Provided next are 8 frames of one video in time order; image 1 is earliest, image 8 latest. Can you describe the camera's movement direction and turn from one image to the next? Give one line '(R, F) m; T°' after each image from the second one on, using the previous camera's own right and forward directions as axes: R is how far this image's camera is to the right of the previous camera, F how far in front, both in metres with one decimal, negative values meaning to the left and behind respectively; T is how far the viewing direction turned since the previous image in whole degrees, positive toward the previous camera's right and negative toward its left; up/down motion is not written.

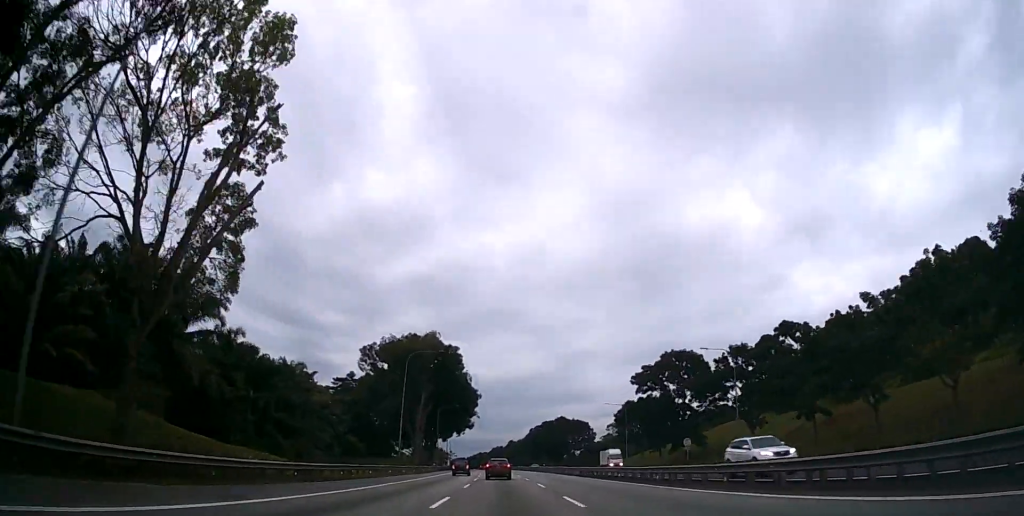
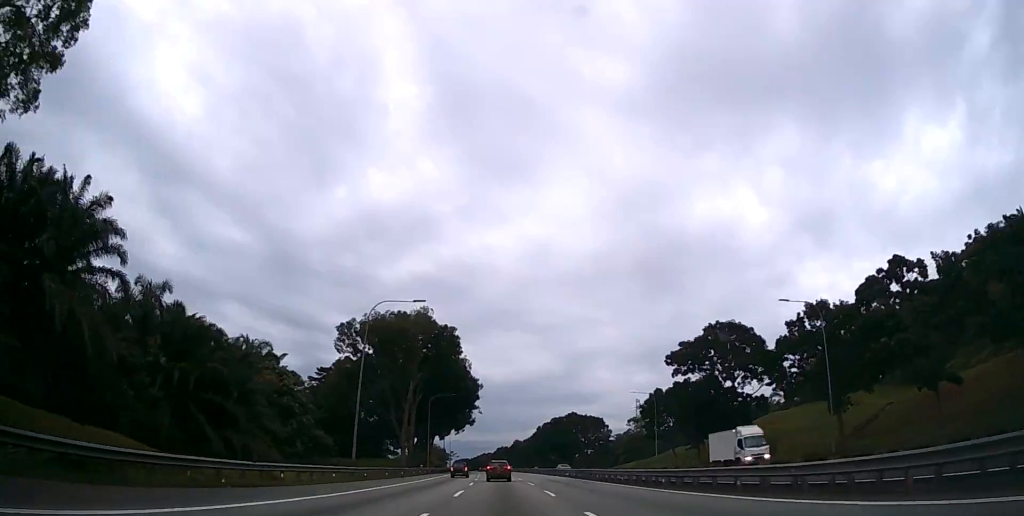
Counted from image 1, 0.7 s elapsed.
(0.0, +17.4) m; 0°
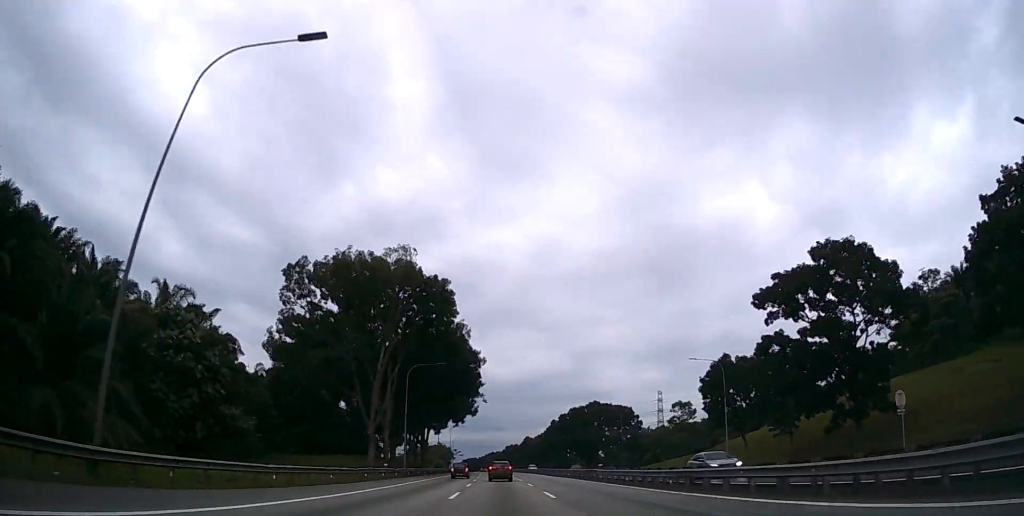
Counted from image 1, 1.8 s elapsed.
(-0.2, +25.0) m; -1°
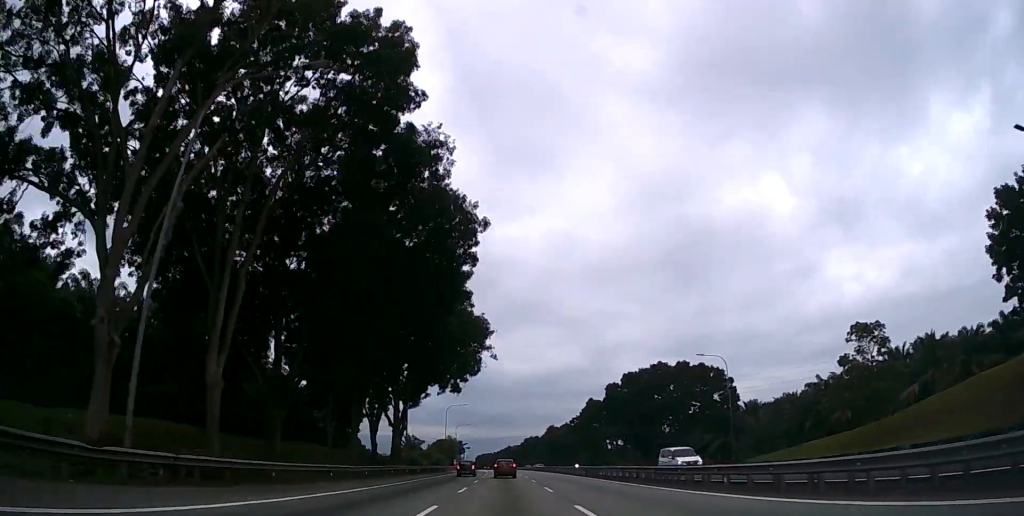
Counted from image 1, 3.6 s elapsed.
(-0.8, +45.5) m; -2°
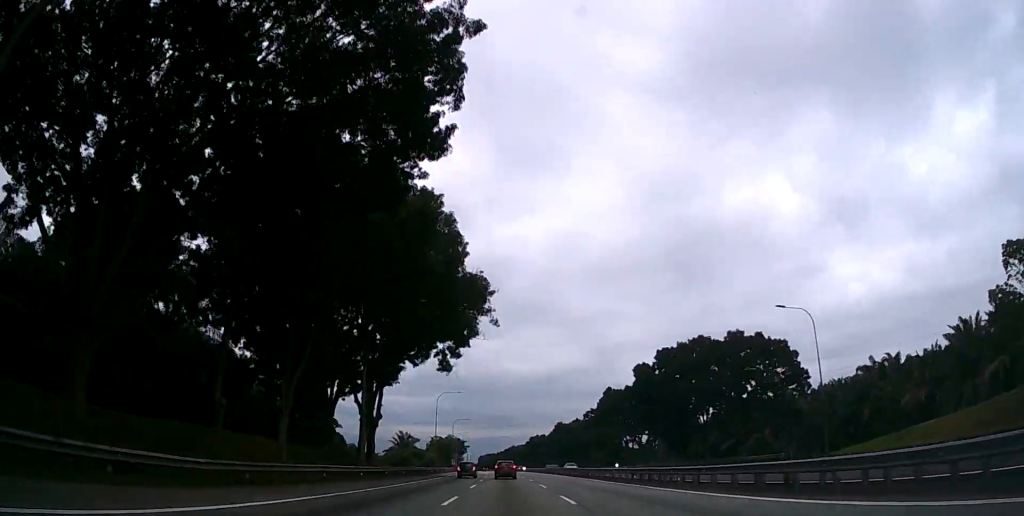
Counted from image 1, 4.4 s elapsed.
(-0.1, +18.5) m; -1°
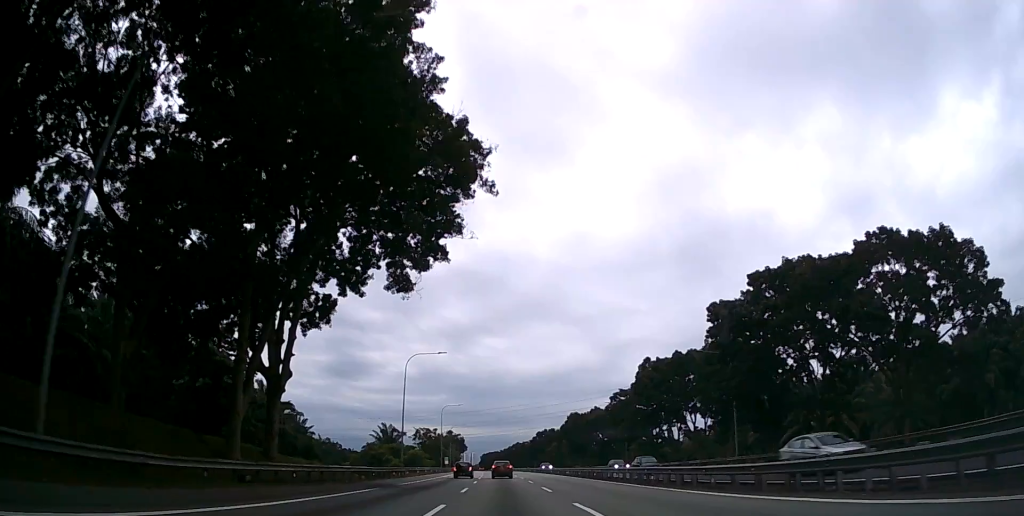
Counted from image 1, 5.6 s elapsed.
(-0.2, +27.9) m; -1°
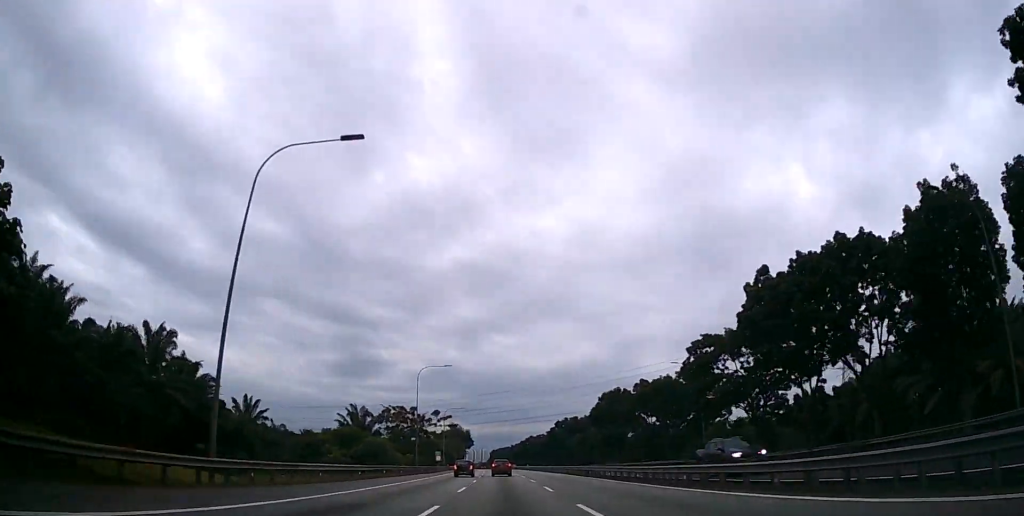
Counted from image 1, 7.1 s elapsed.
(-0.2, +36.3) m; -1°
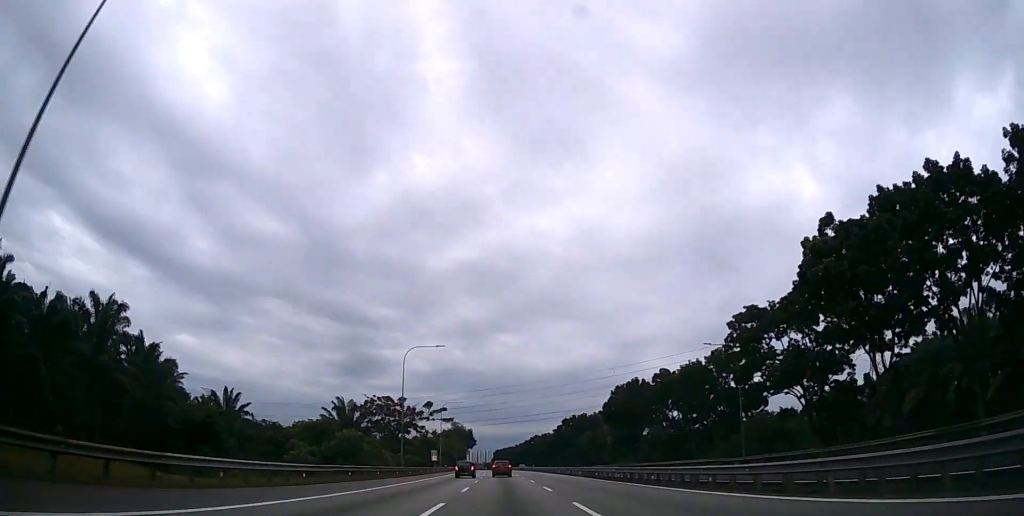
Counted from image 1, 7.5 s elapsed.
(0.0, +10.5) m; 0°
